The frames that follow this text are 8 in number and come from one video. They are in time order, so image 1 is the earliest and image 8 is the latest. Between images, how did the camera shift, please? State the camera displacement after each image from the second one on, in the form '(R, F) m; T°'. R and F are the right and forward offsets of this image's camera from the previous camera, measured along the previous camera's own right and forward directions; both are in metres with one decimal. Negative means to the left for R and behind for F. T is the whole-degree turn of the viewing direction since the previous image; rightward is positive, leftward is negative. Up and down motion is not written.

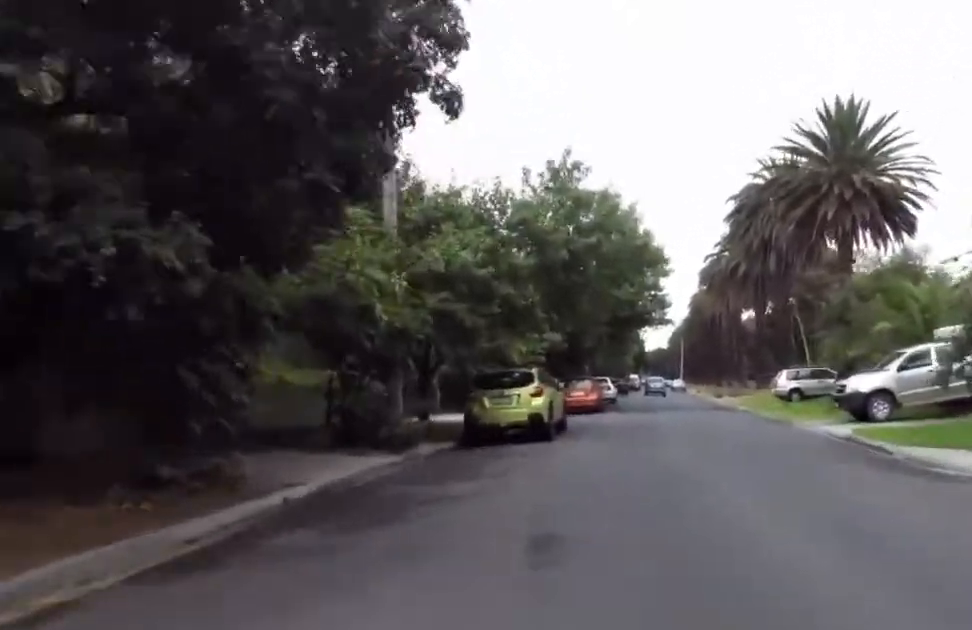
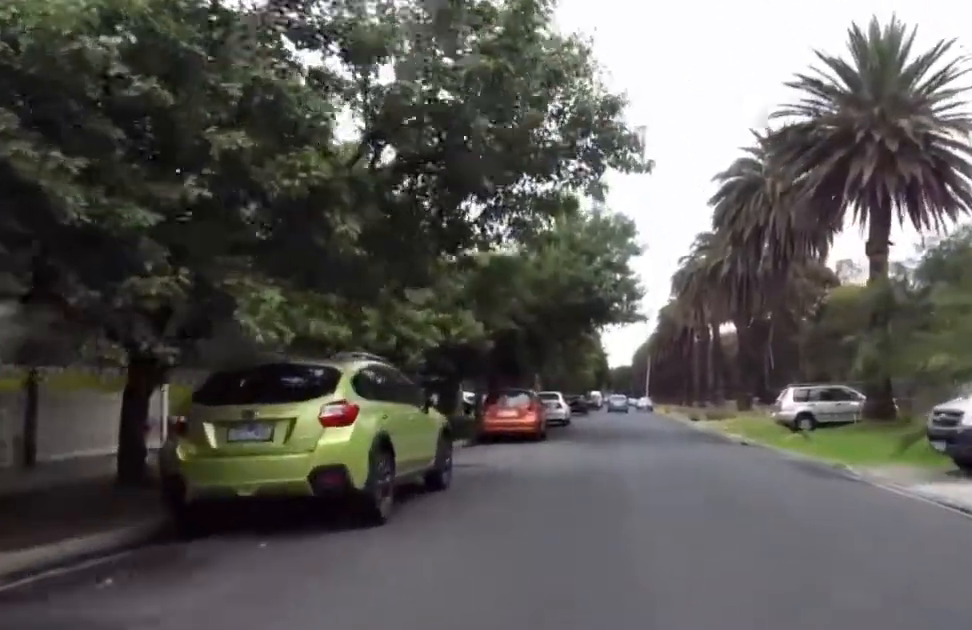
(+0.8, +9.0) m; +4°
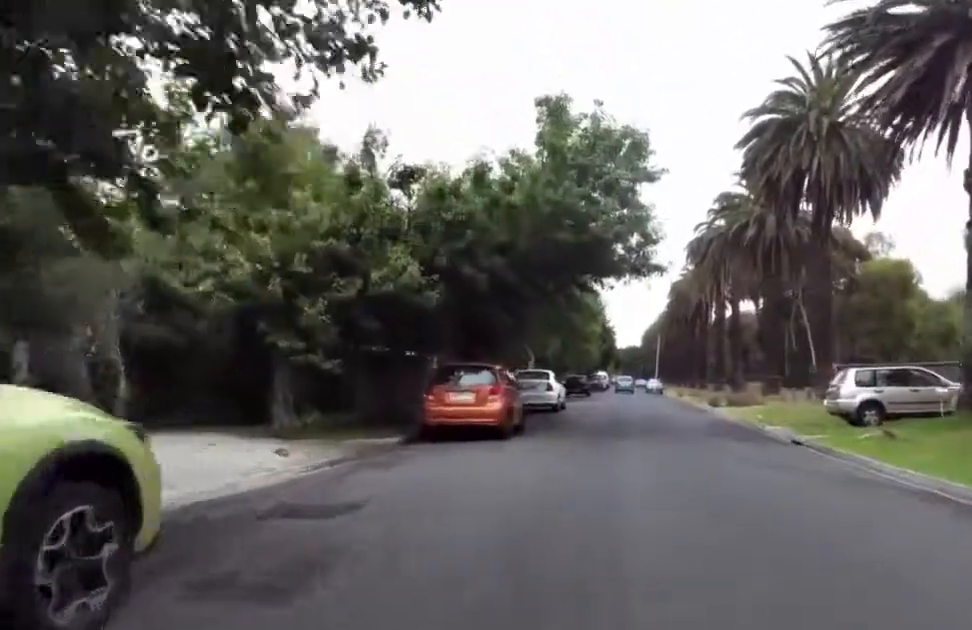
(+0.2, +6.6) m; -5°
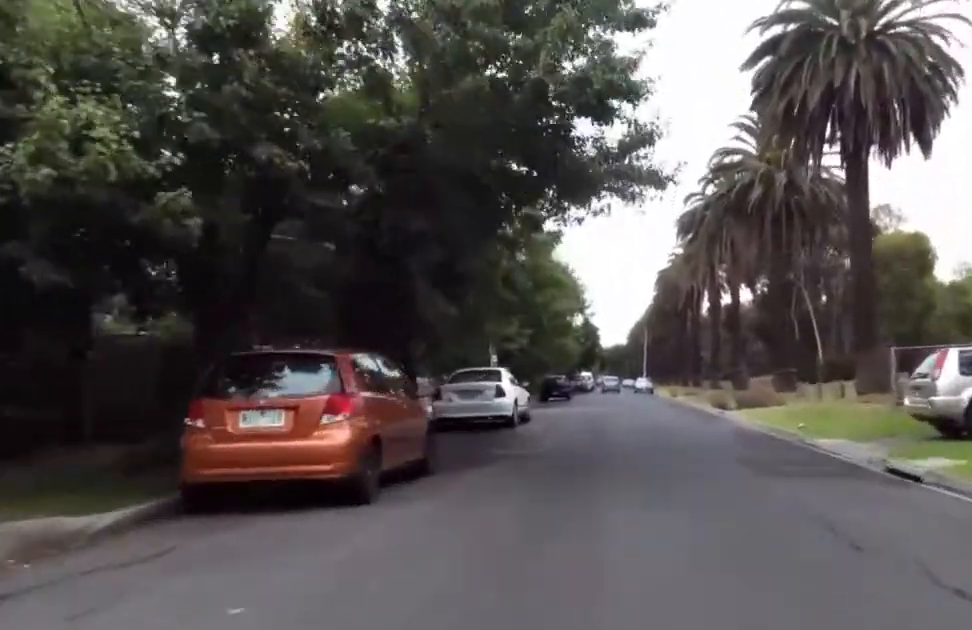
(-0.8, +7.1) m; -1°
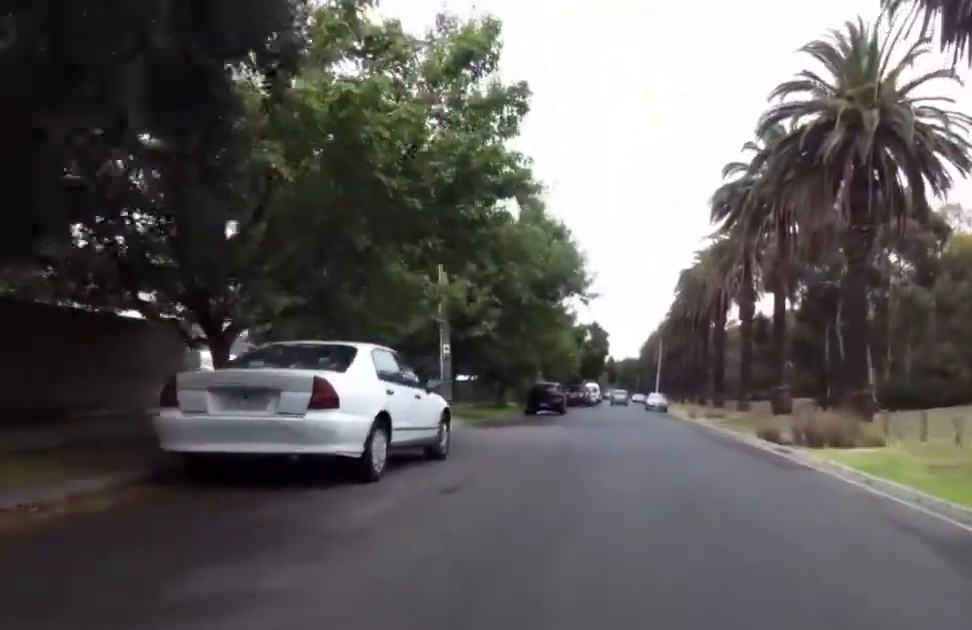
(+0.5, +9.7) m; +1°
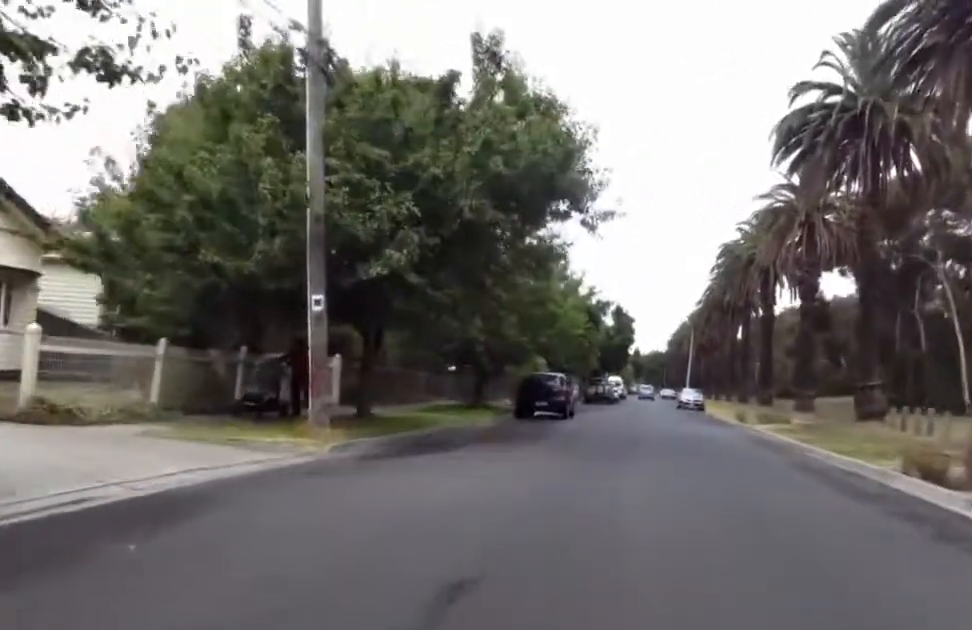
(-0.5, +10.0) m; +1°
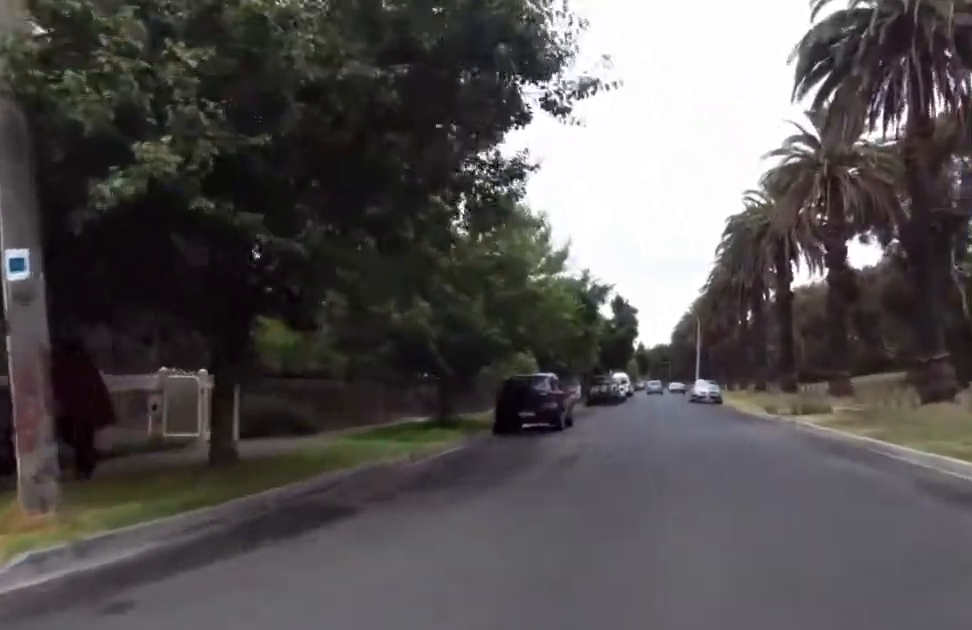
(+0.5, +5.6) m; -1°
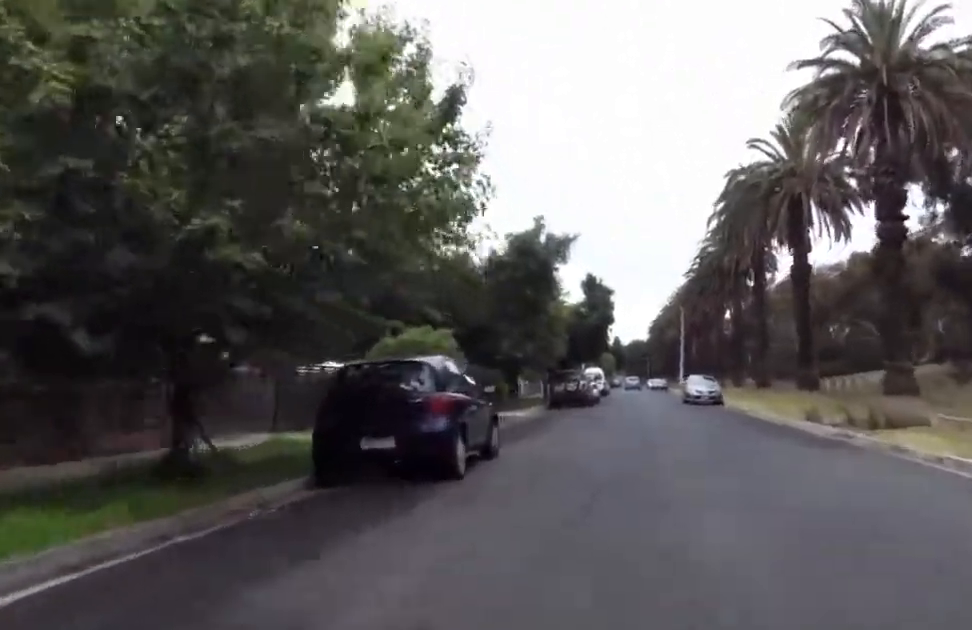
(-0.7, +10.5) m; -1°
